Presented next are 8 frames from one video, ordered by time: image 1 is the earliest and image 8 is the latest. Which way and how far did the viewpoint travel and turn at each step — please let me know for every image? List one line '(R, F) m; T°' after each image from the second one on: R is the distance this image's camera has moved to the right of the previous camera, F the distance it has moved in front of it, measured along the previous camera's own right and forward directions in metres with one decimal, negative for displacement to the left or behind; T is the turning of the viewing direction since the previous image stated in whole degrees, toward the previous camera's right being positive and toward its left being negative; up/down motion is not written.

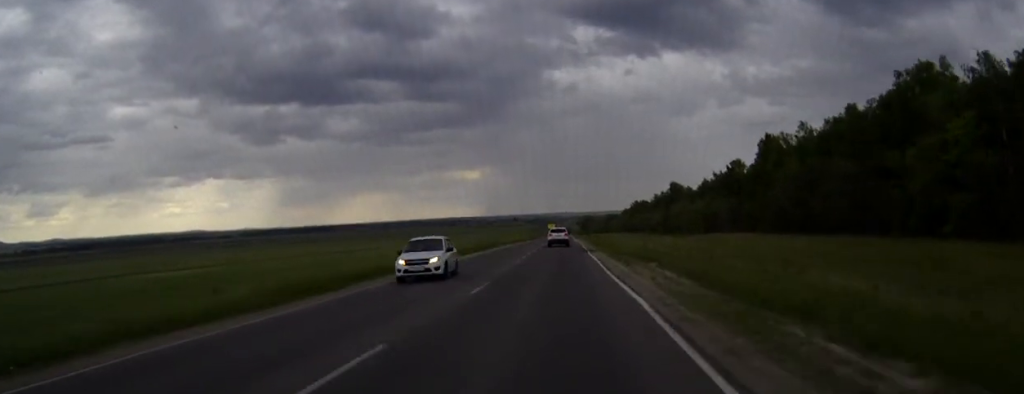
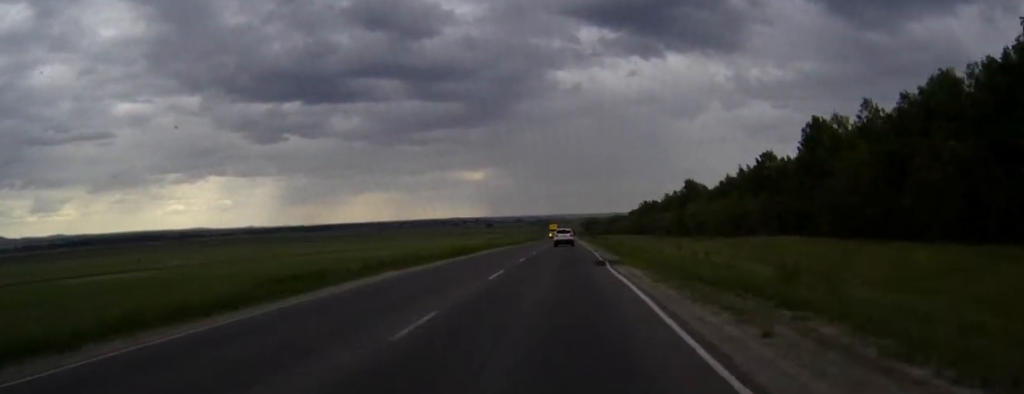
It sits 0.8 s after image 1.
(0.0, +20.8) m; 0°
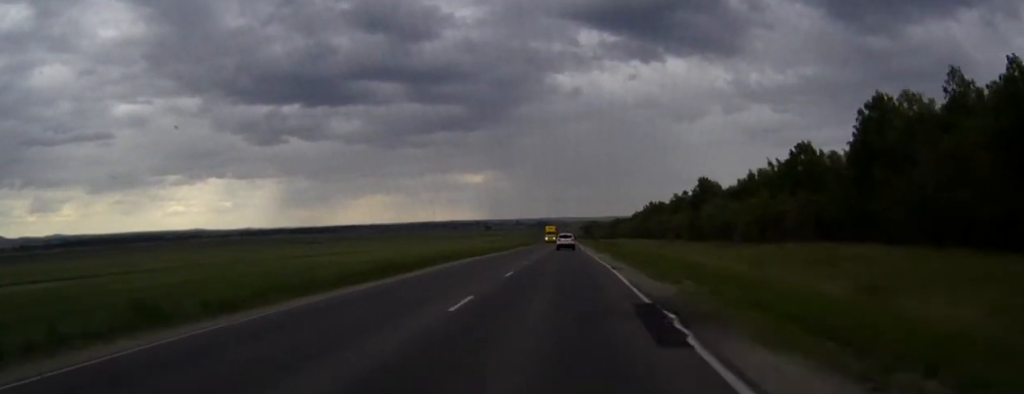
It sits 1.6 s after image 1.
(0.0, +19.9) m; 0°
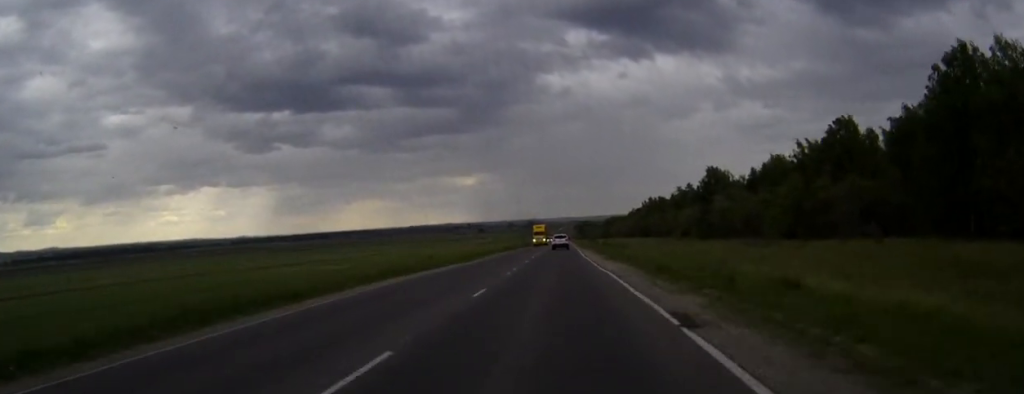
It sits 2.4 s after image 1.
(0.0, +19.8) m; 0°
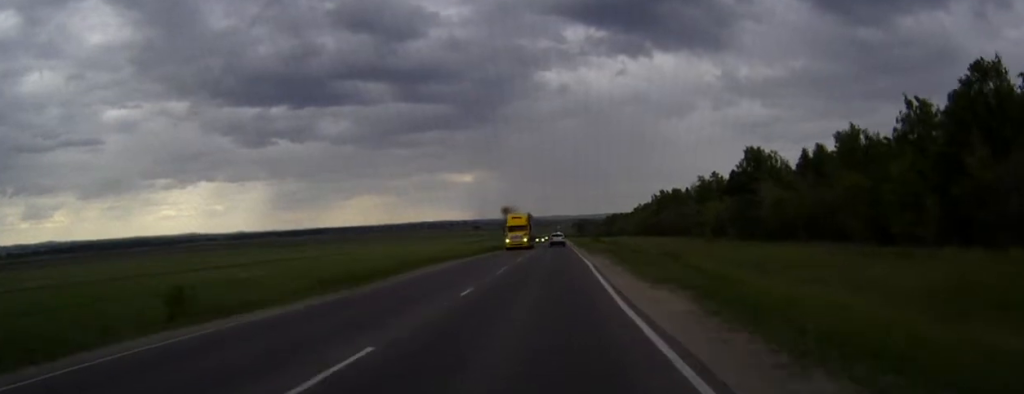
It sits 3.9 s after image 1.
(+0.1, +34.9) m; 0°
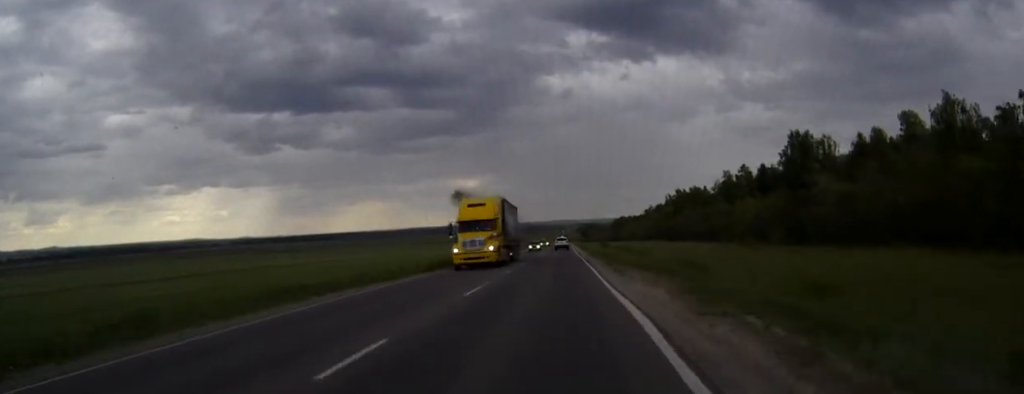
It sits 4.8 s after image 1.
(-0.1, +22.4) m; 0°
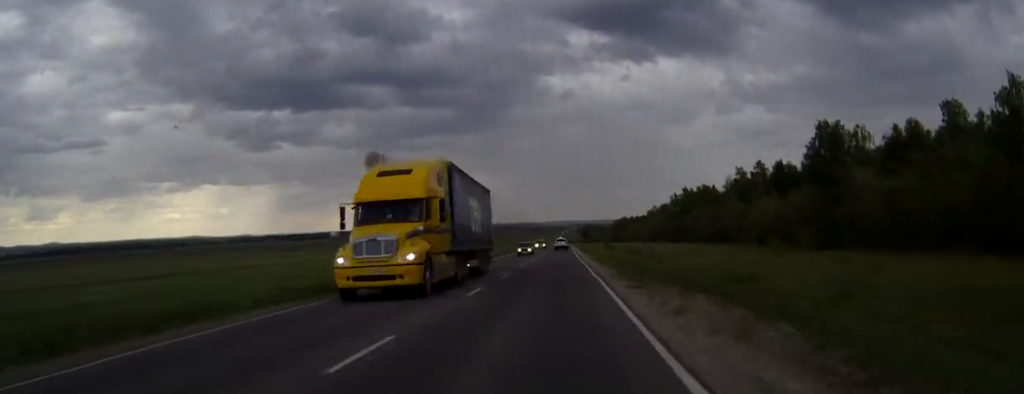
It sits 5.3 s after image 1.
(0.0, +11.3) m; 0°
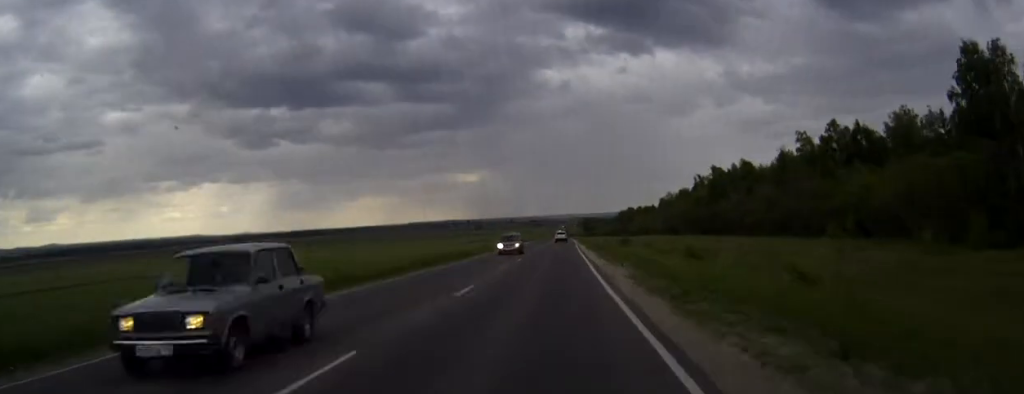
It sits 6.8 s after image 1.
(0.0, +37.2) m; 0°
